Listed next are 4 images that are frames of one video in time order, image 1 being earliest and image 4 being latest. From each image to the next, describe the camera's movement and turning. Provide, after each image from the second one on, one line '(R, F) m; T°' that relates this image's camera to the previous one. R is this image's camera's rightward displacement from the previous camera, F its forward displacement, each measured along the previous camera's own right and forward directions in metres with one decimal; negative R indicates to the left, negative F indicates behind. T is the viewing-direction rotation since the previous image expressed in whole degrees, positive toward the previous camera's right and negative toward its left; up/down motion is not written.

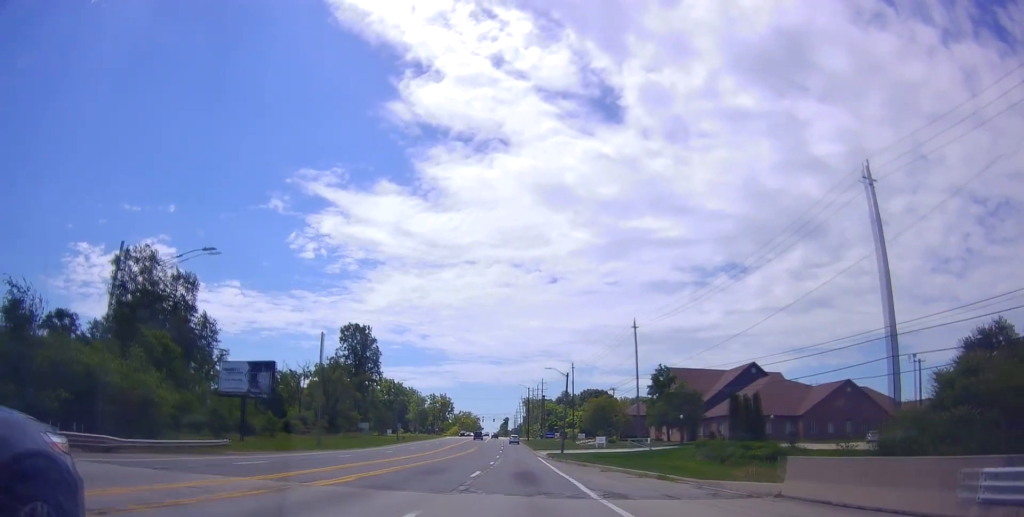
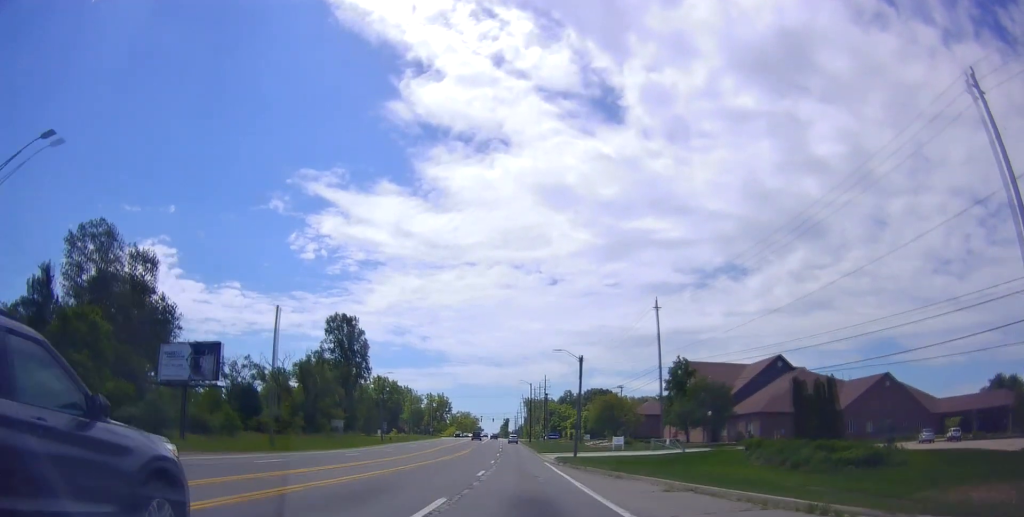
(0.0, +12.7) m; 0°
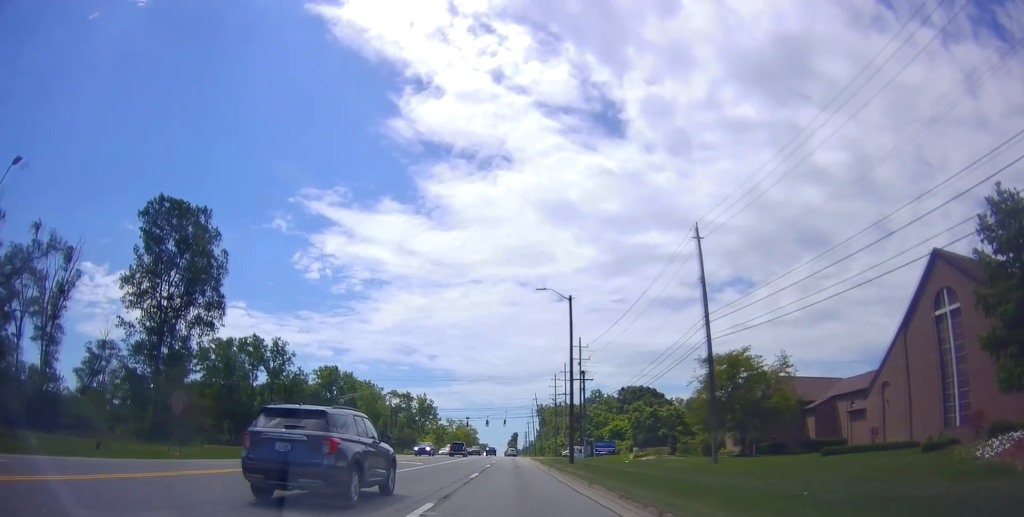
(0.0, +76.2) m; 0°
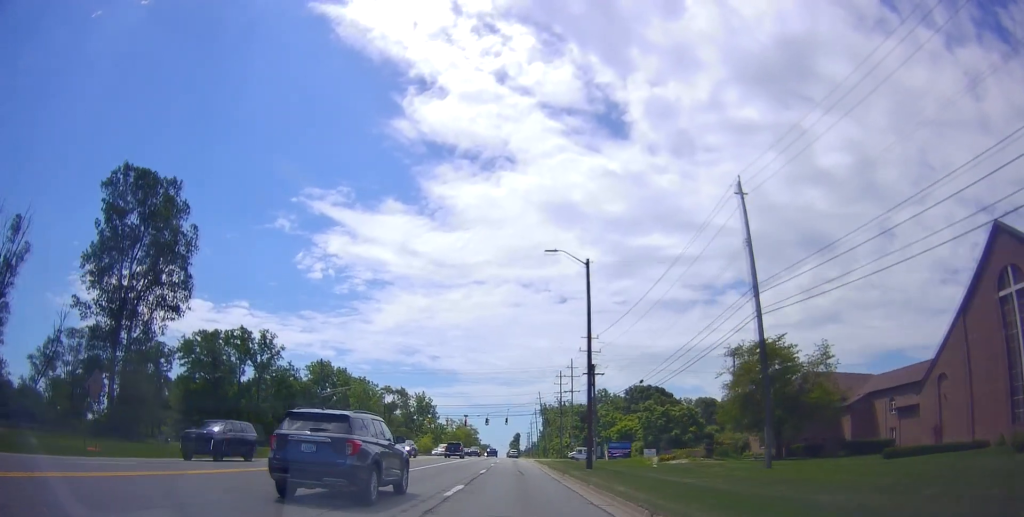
(0.0, +8.6) m; 0°
